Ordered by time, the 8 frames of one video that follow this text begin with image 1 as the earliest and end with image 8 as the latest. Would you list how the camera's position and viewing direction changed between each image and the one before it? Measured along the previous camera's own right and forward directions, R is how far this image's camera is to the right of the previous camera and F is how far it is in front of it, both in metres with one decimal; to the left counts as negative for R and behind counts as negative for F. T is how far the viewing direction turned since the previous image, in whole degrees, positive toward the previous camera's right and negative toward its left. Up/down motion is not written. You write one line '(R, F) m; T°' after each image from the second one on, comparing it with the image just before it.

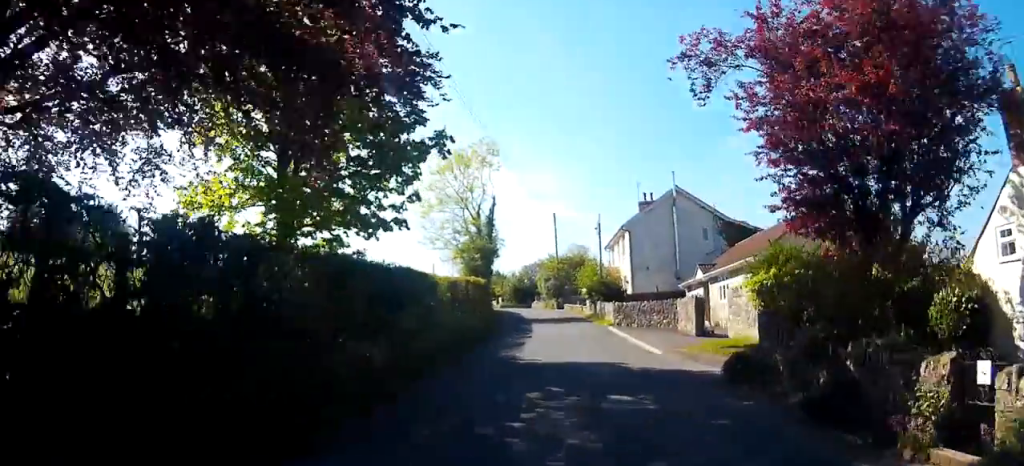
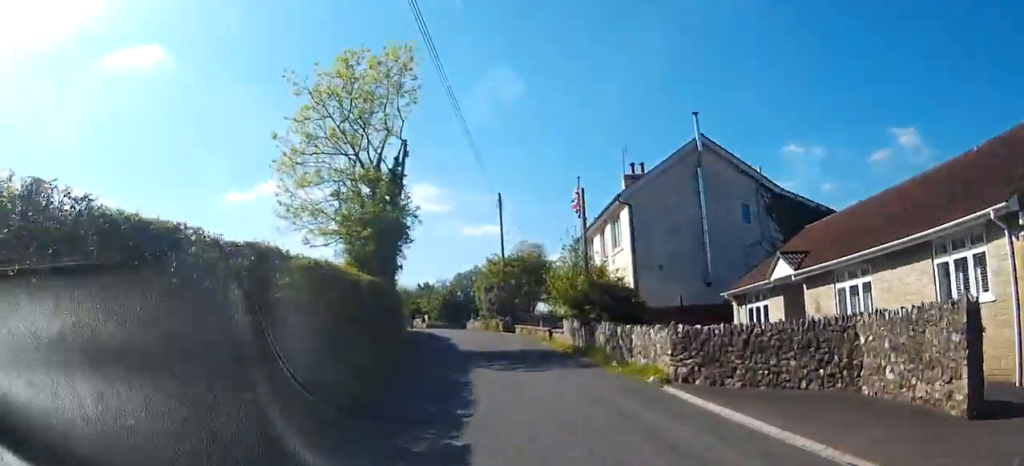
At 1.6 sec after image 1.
(+1.1, +15.4) m; +4°
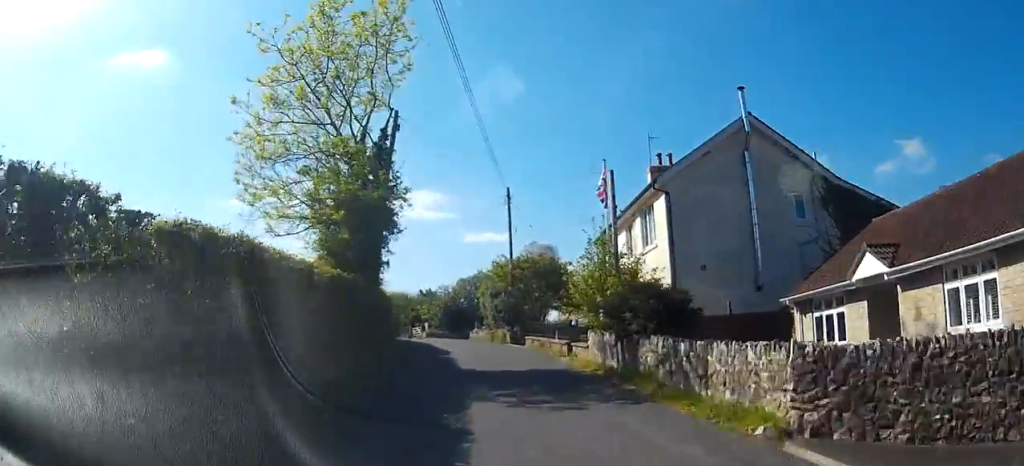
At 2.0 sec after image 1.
(0.0, +4.4) m; +1°
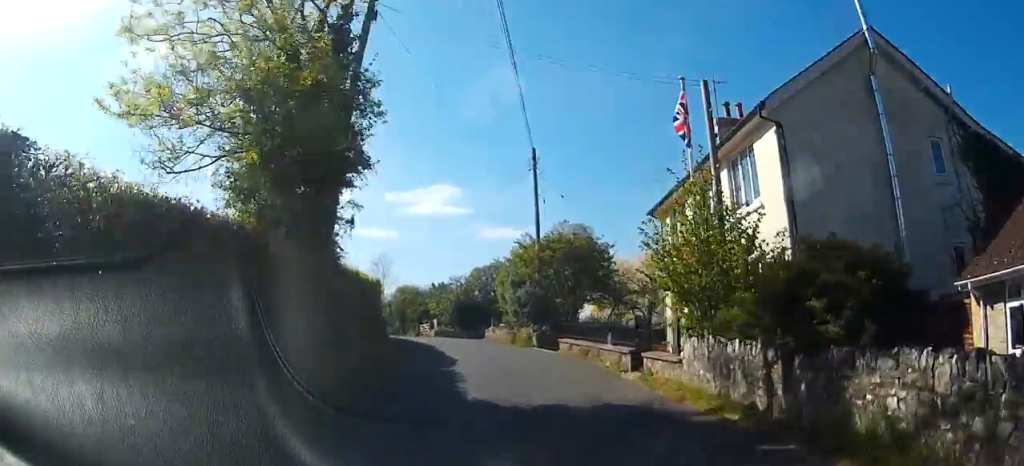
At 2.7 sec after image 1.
(0.0, +7.2) m; 0°
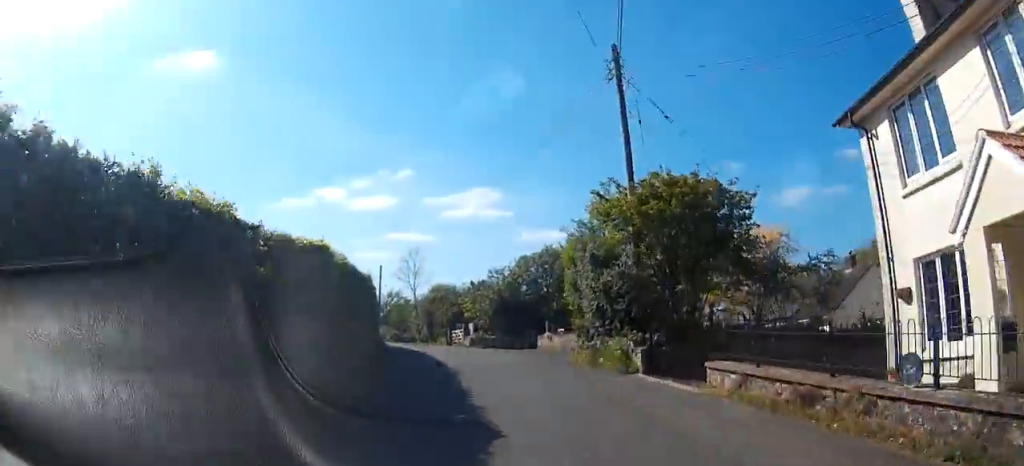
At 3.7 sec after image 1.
(0.0, +11.0) m; -4°
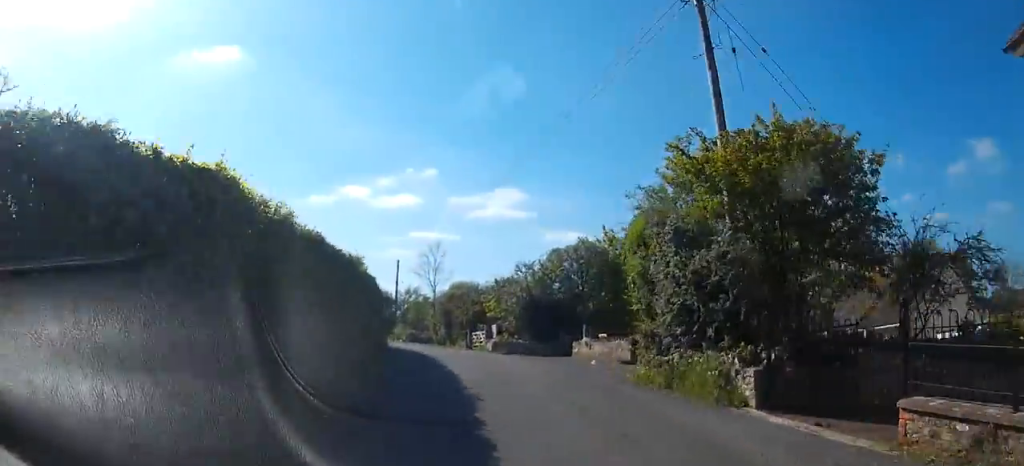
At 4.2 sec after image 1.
(-0.4, +4.7) m; -2°
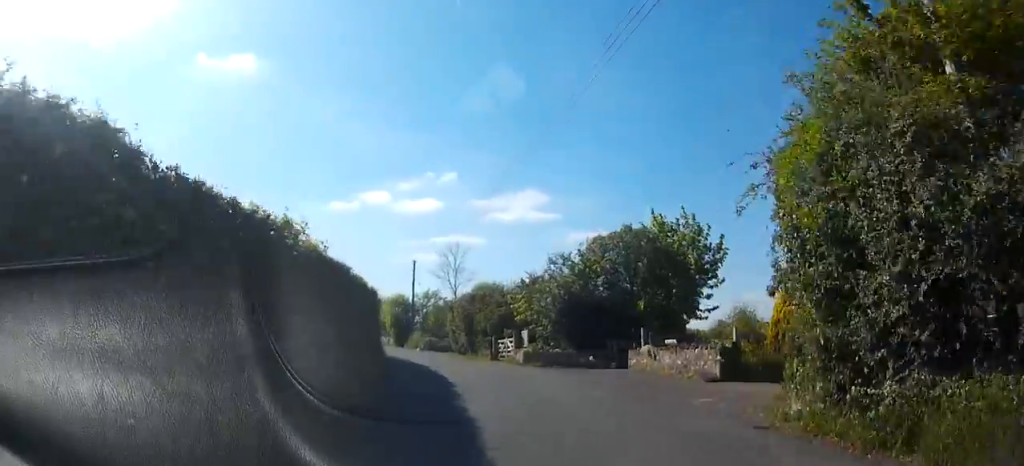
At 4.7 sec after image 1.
(-0.2, +5.8) m; -2°
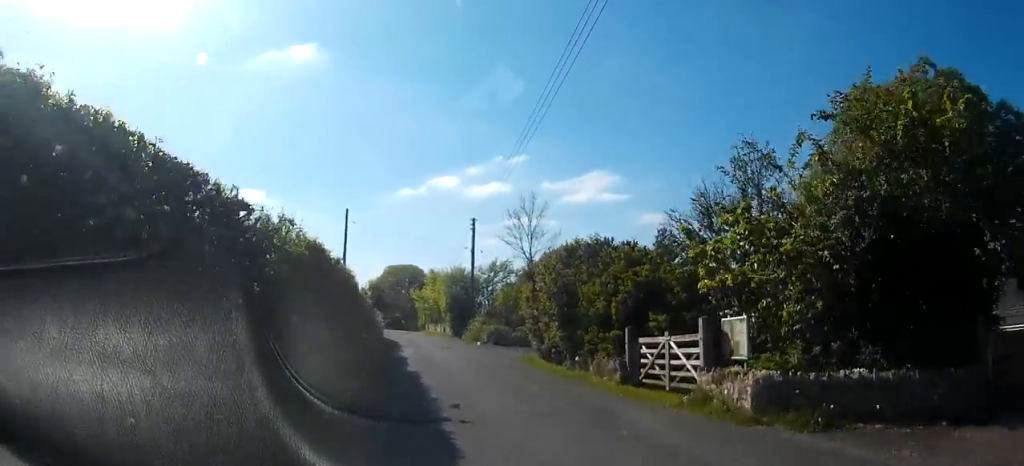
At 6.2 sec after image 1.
(-0.6, +16.4) m; -5°
